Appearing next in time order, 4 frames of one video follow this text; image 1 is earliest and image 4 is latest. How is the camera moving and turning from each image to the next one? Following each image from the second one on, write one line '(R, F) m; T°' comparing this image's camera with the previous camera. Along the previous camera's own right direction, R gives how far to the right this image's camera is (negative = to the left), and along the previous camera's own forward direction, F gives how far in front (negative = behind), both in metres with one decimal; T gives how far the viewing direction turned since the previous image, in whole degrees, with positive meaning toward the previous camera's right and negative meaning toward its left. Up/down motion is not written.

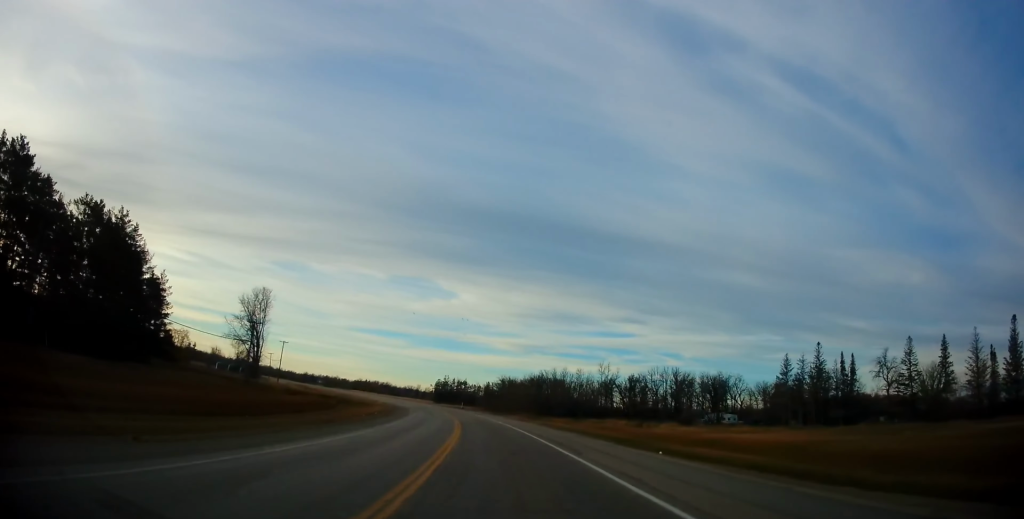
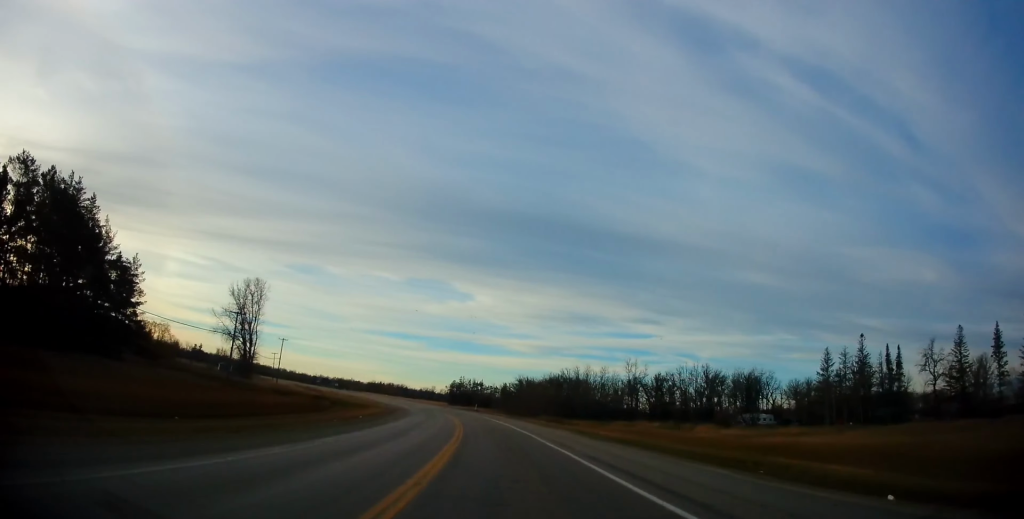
(-0.3, +11.5) m; -1°
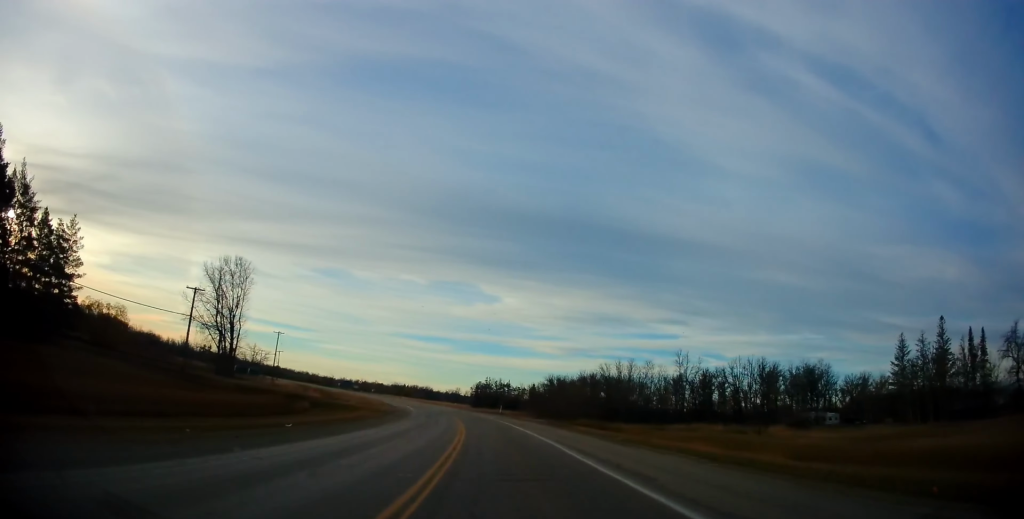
(-0.4, +19.5) m; -2°
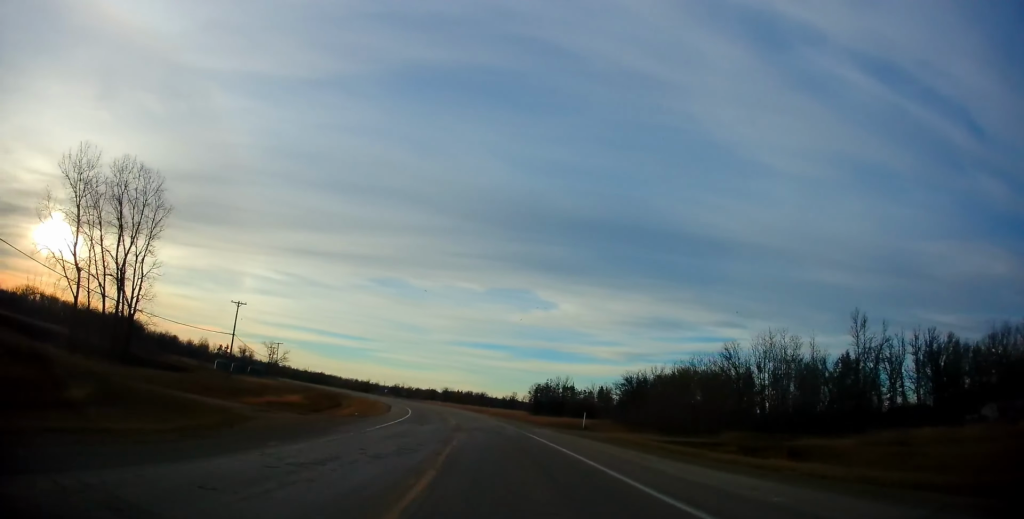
(-2.3, +46.9) m; -7°
